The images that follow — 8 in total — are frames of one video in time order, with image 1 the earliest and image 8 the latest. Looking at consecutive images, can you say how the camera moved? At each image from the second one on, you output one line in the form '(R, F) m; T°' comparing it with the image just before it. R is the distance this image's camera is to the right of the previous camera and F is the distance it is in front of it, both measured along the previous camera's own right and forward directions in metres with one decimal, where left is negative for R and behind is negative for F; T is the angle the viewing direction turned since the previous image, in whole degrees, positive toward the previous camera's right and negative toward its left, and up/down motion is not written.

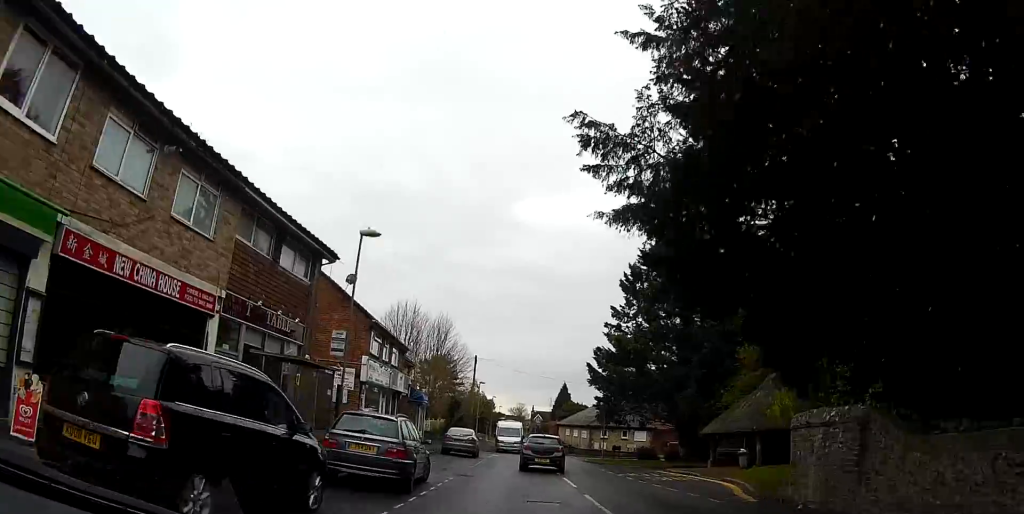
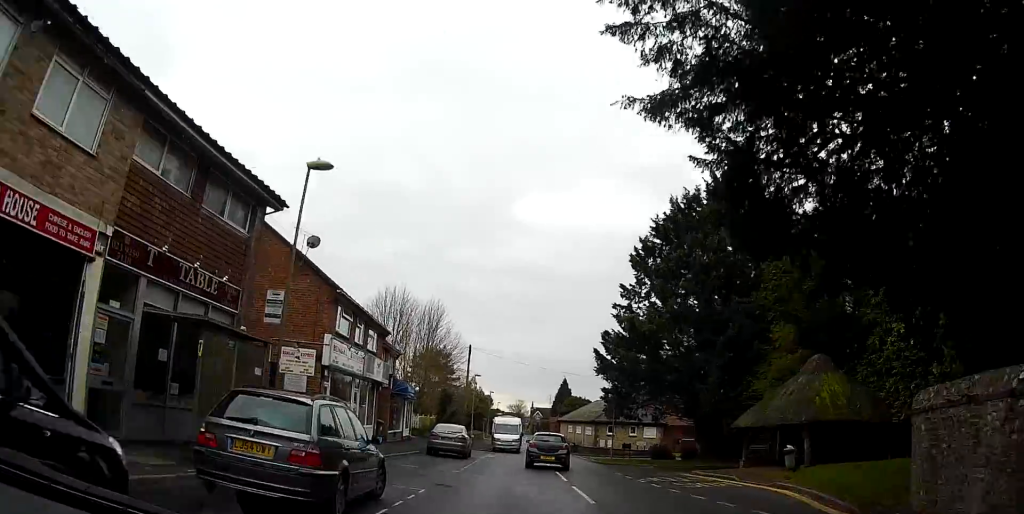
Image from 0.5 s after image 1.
(-0.2, +4.6) m; 0°
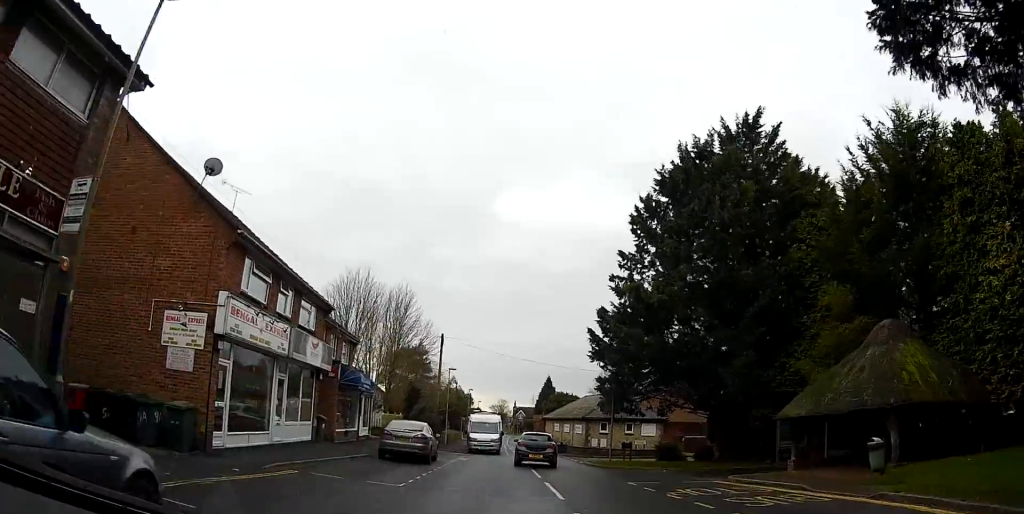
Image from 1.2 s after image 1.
(+0.2, +6.3) m; +1°
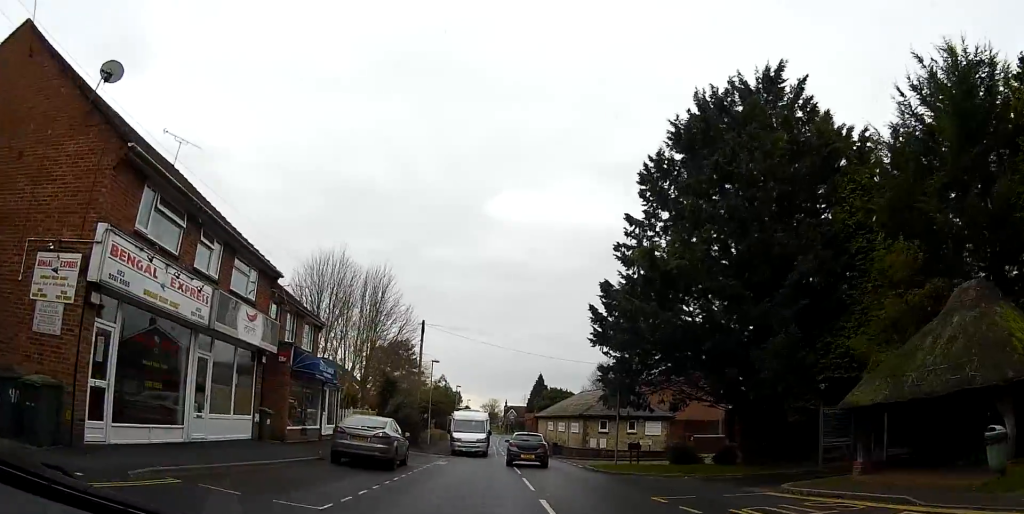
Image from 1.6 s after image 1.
(+0.1, +4.5) m; +1°
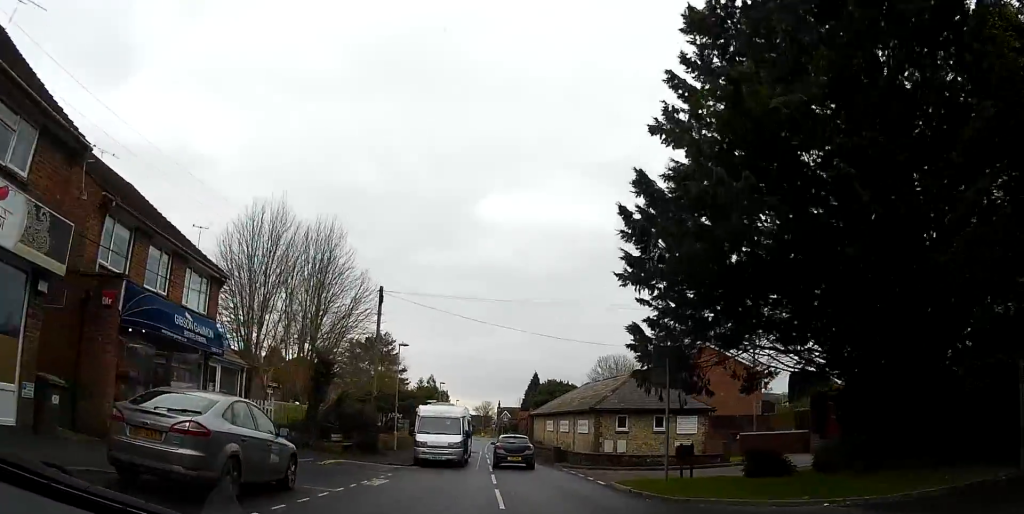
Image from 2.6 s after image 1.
(-0.1, +9.8) m; +1°
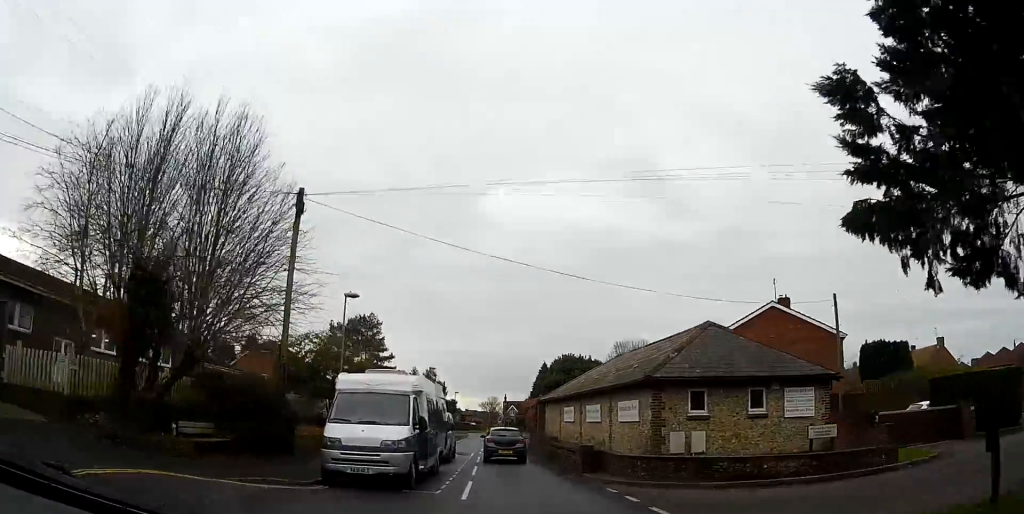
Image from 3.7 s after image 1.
(+0.1, +12.3) m; -2°
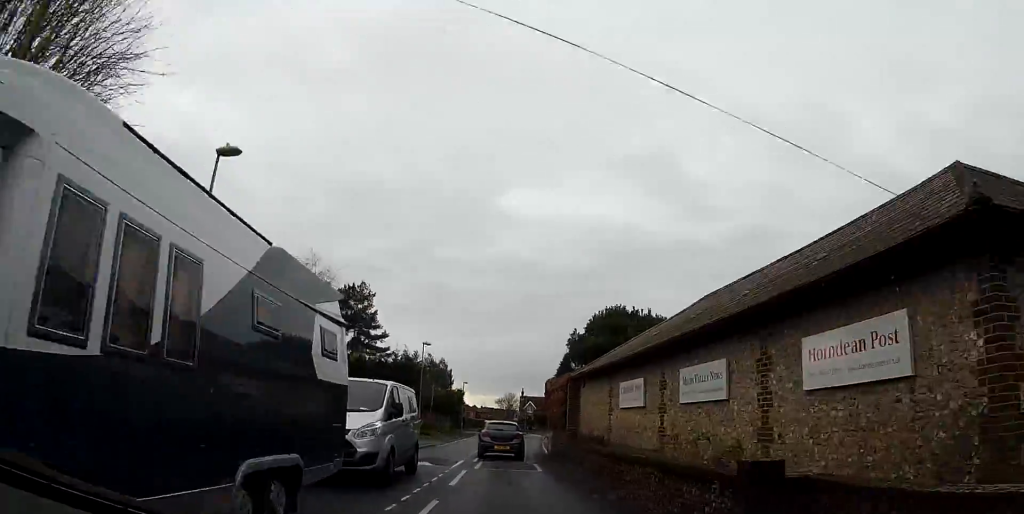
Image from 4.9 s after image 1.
(-0.5, +12.9) m; -2°
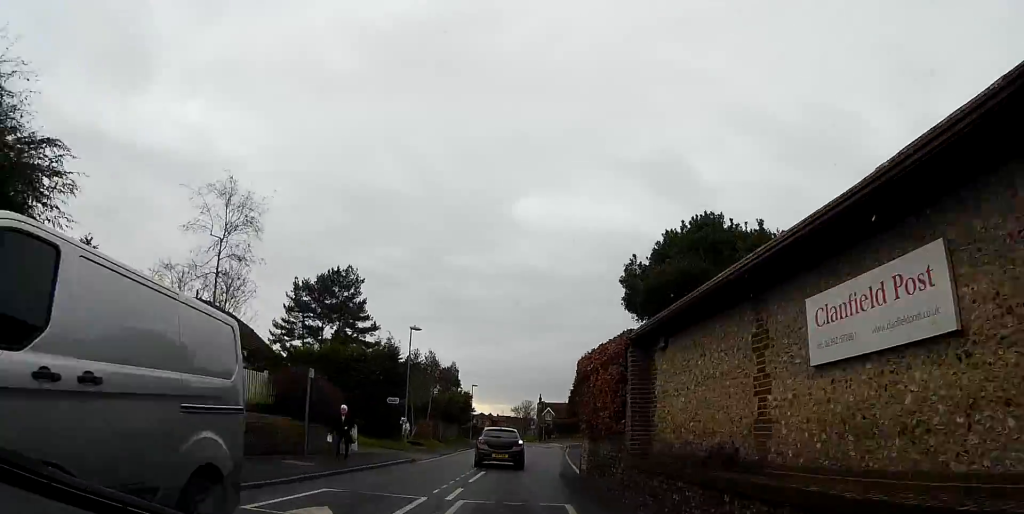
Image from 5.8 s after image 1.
(0.0, +10.1) m; 0°
